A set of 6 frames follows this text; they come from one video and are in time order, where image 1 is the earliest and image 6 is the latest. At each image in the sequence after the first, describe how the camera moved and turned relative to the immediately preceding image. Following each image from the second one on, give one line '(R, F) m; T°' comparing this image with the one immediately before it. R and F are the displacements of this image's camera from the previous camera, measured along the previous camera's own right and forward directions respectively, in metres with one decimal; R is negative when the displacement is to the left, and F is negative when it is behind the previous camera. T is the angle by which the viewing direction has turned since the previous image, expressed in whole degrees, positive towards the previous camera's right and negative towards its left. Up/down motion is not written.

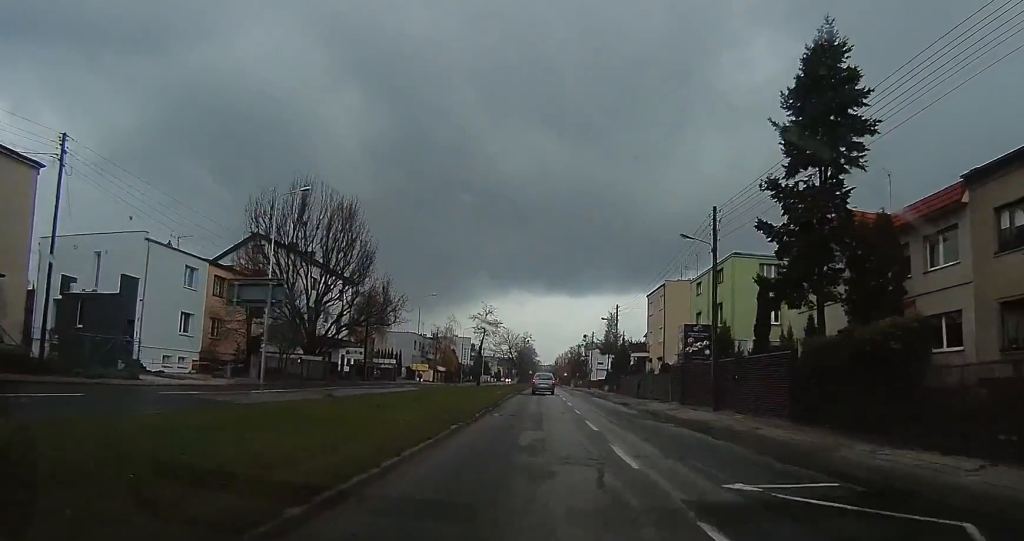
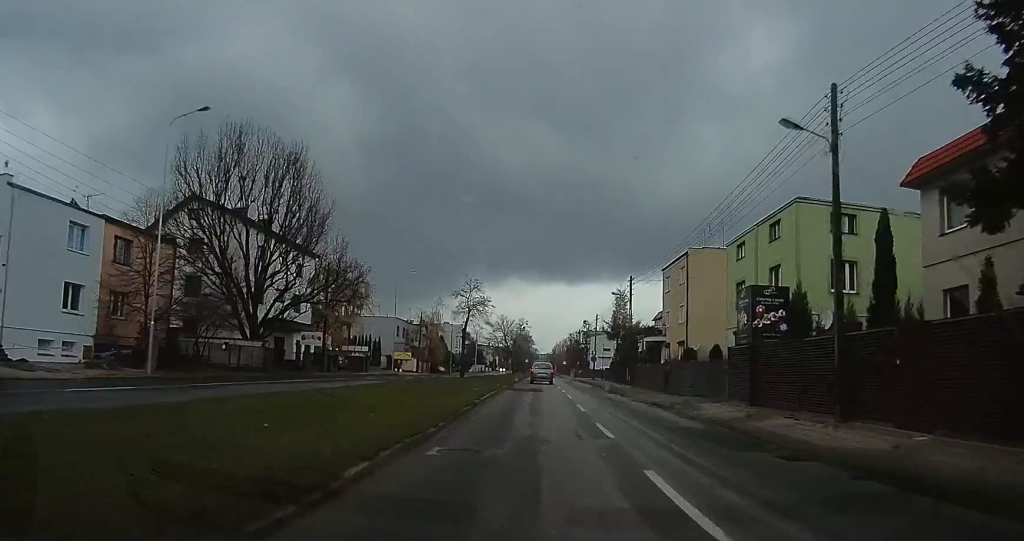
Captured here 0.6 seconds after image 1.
(+0.3, +10.0) m; +1°
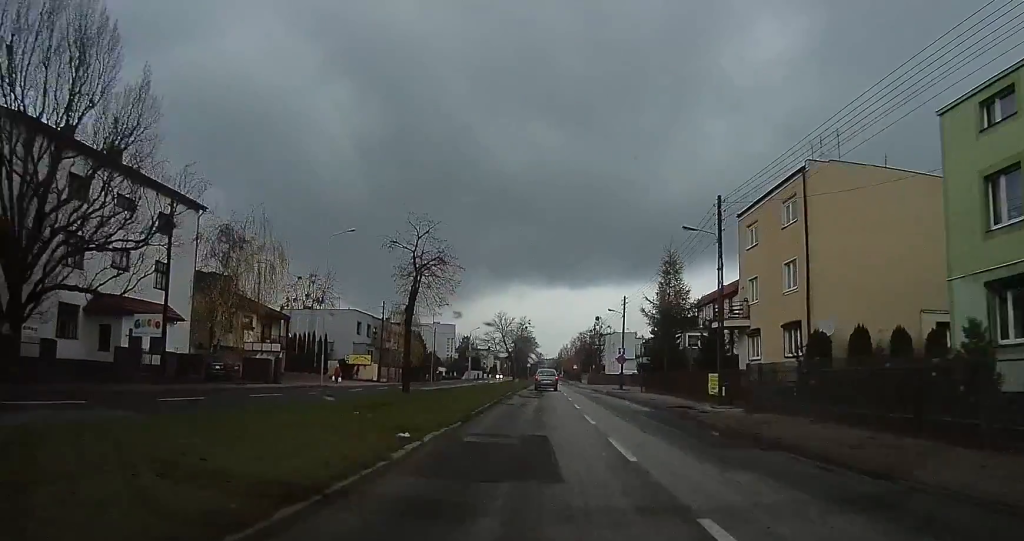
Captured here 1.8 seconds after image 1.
(+0.2, +21.9) m; +1°
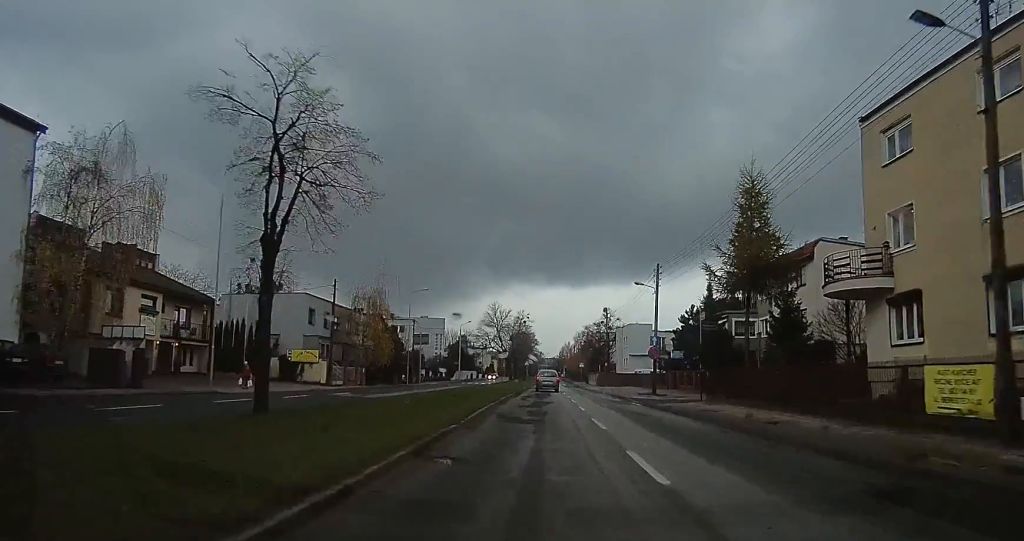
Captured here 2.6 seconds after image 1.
(0.0, +15.1) m; 0°
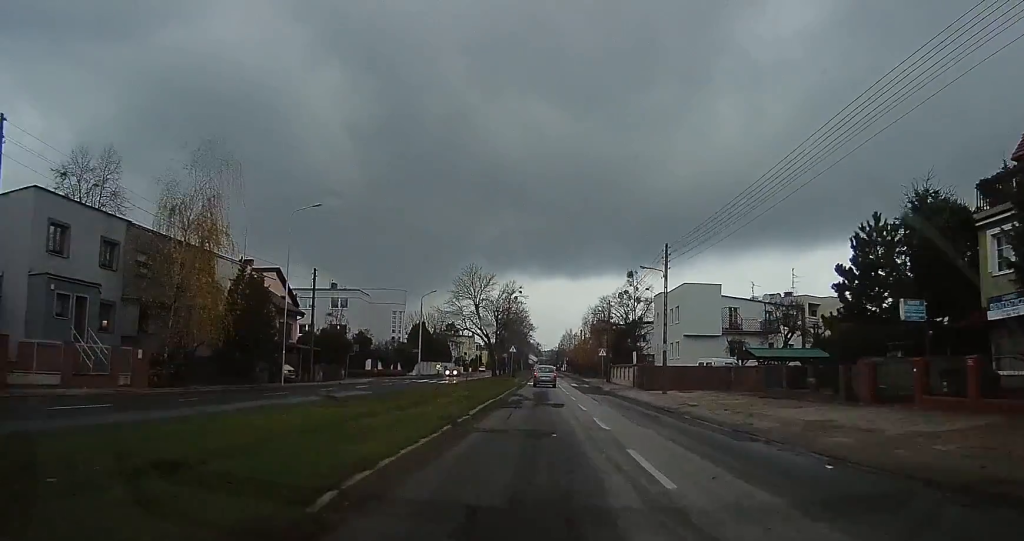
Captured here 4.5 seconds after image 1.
(0.0, +33.1) m; 0°
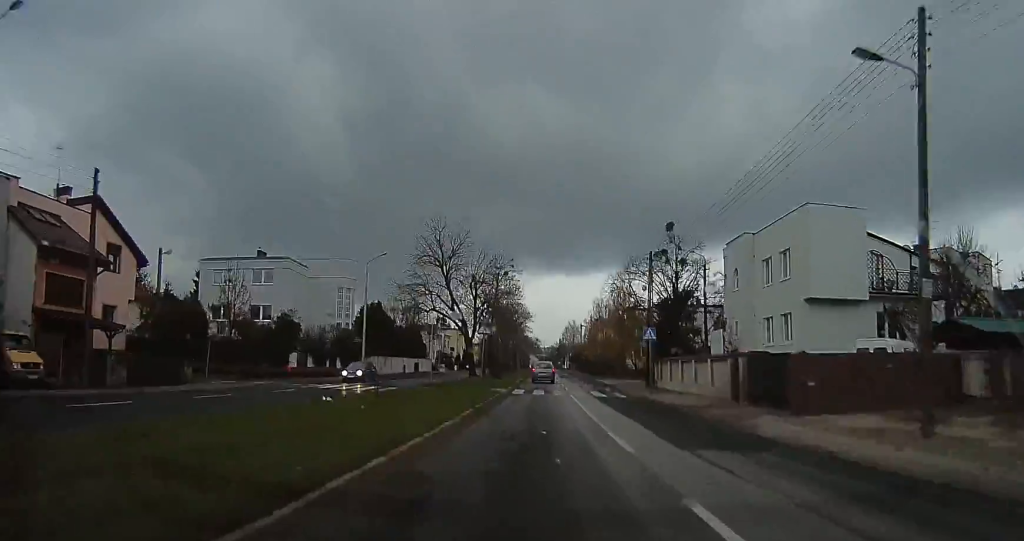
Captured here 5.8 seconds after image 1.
(+0.2, +23.1) m; -4°
